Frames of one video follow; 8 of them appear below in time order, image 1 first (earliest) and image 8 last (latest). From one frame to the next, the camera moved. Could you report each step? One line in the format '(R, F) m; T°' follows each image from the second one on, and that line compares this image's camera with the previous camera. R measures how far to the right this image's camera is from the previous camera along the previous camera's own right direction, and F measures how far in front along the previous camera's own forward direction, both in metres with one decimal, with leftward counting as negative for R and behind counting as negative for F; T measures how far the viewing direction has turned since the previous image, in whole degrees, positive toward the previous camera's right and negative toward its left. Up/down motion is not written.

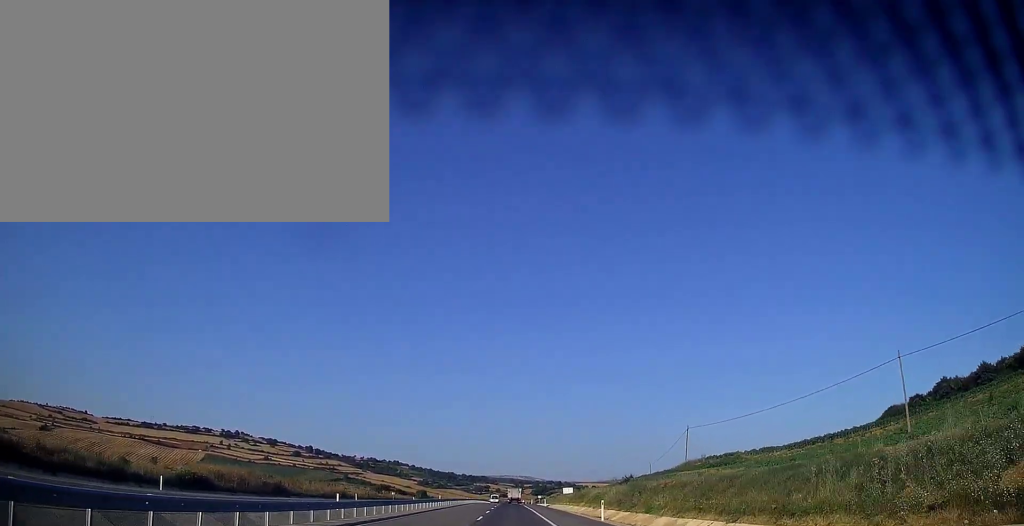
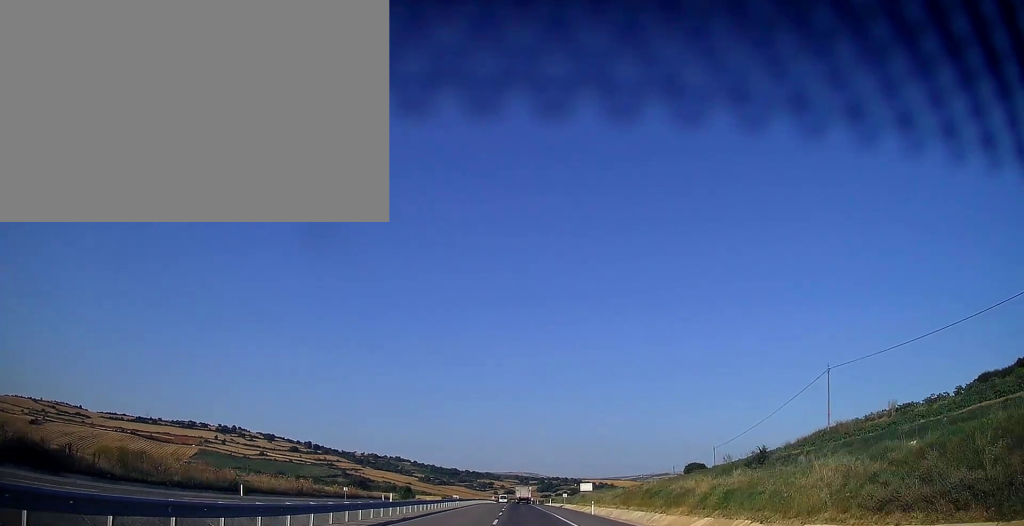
(+0.2, +40.5) m; 0°
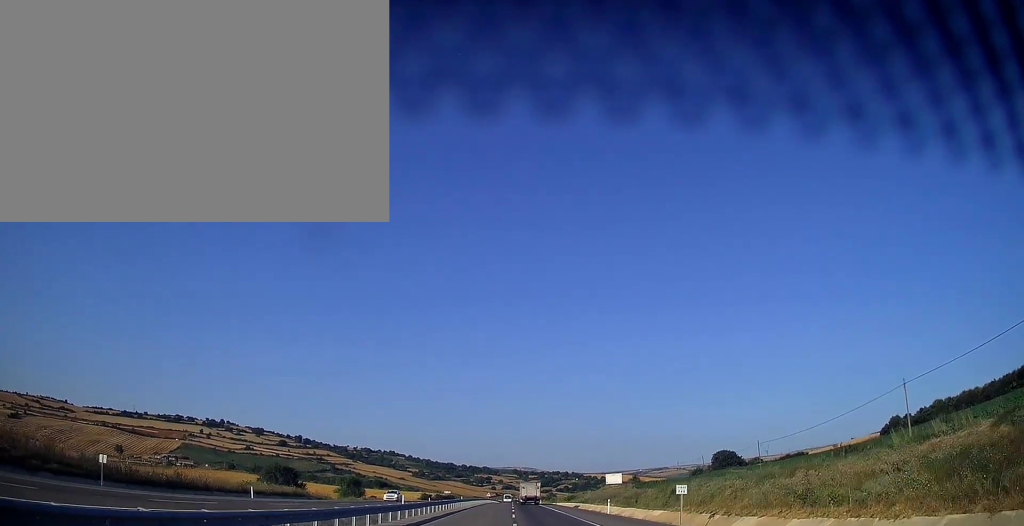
(-0.2, +52.3) m; -1°
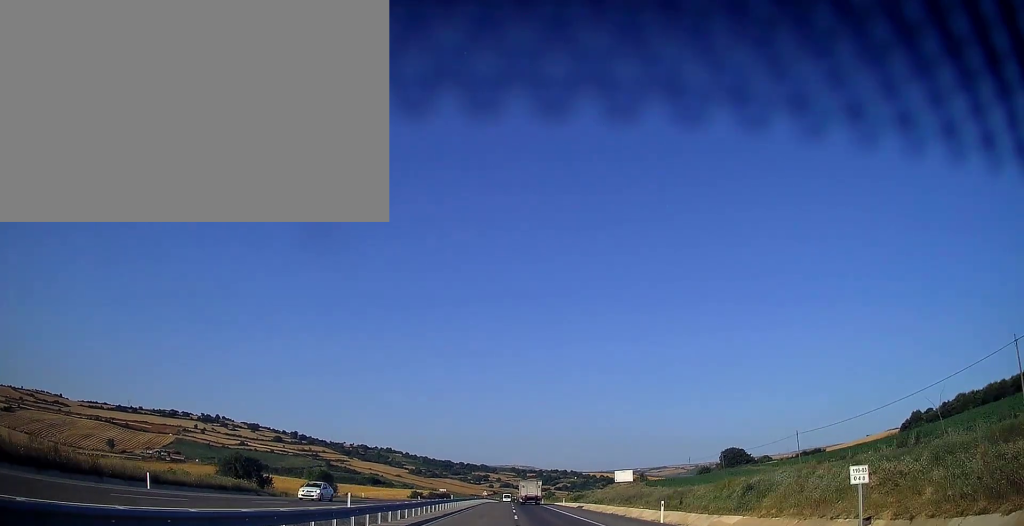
(0.0, +14.8) m; 0°
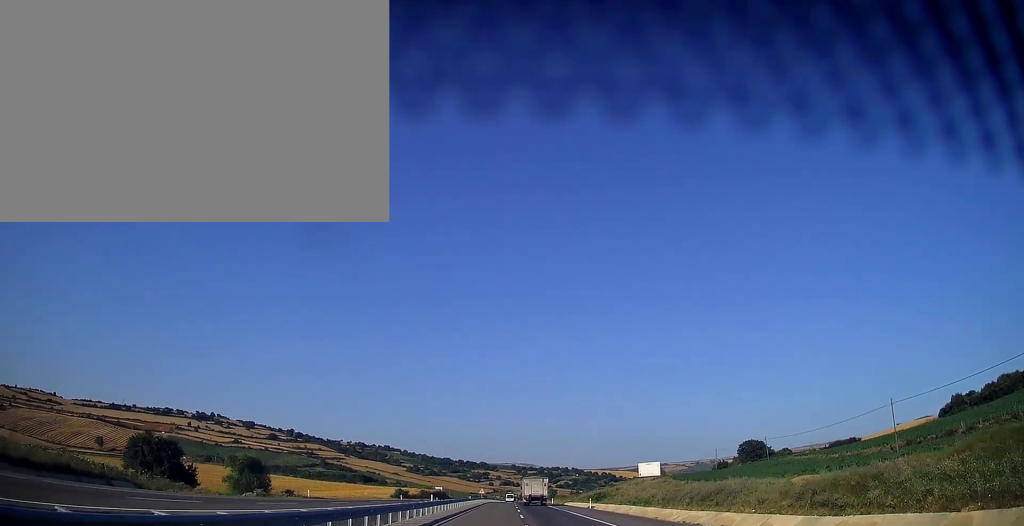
(0.0, +23.7) m; 0°
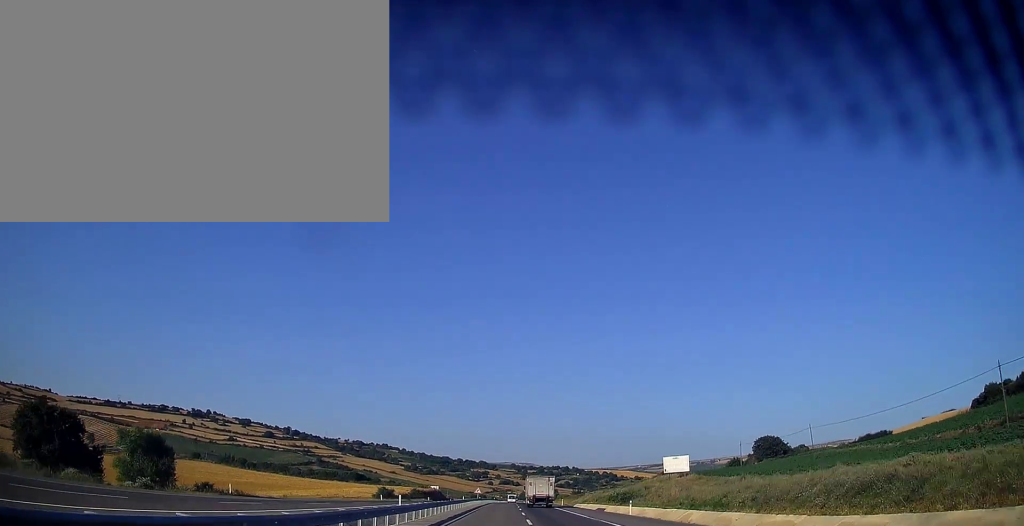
(0.0, +17.8) m; 0°
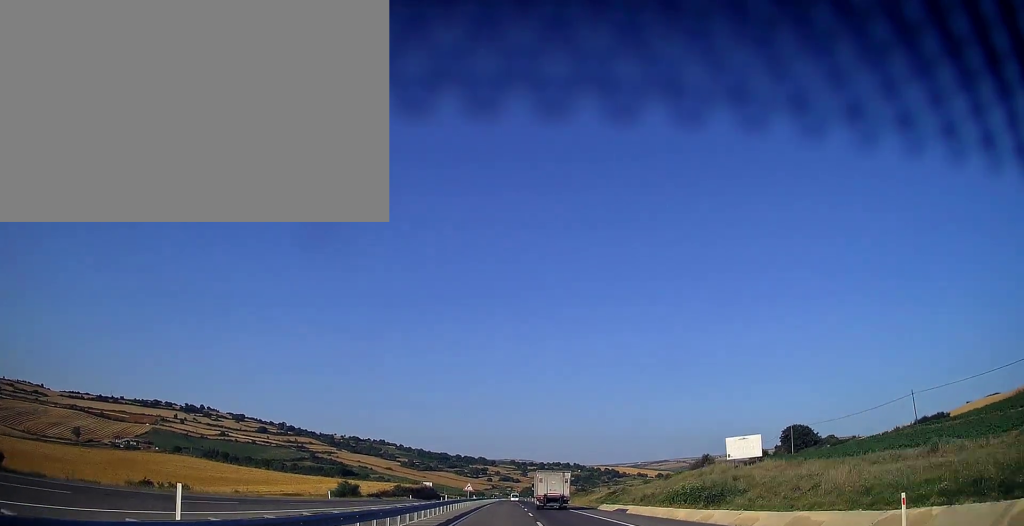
(+0.2, +27.6) m; 0°
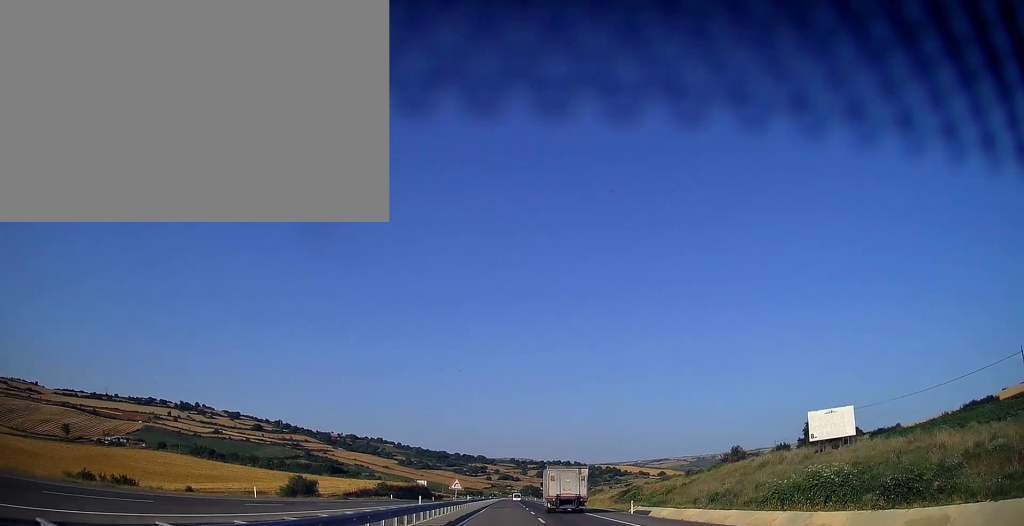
(-0.2, +19.8) m; 0°
